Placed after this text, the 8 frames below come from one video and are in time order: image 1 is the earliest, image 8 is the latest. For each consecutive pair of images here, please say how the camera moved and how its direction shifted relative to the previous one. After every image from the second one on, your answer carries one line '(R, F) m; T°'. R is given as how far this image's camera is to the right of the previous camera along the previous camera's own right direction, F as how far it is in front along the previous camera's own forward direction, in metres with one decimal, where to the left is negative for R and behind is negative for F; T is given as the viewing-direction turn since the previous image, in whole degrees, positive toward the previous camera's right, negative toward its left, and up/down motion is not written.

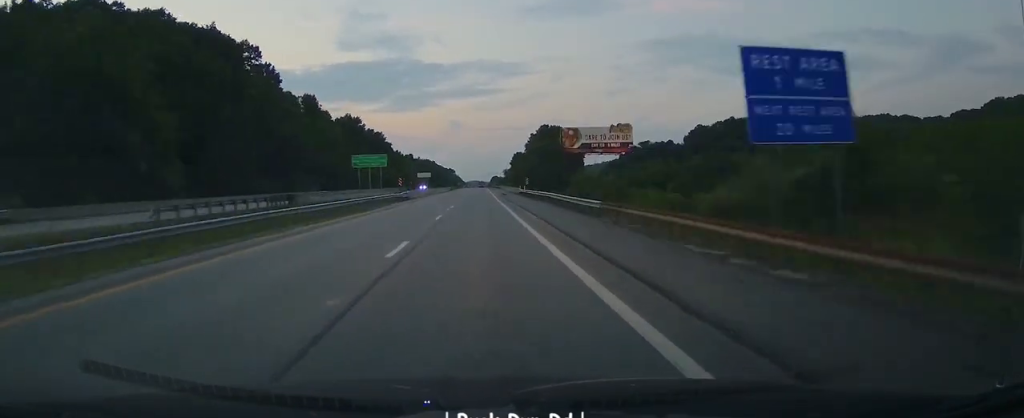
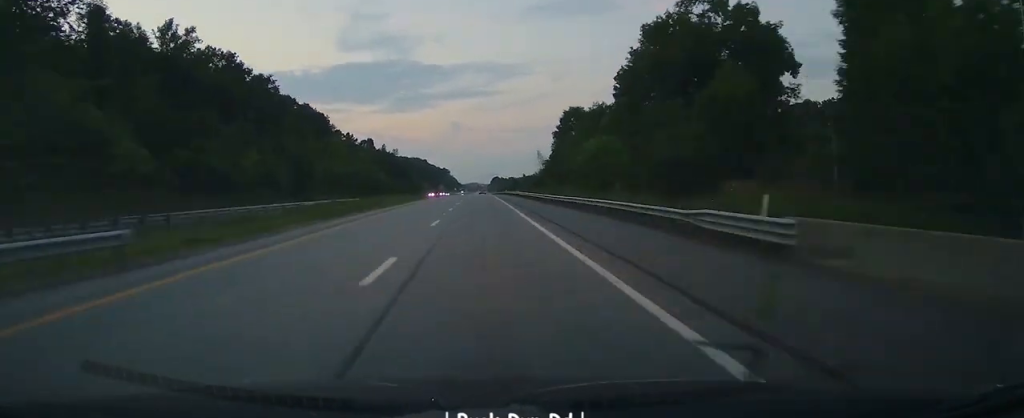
(-0.2, +142.8) m; 0°
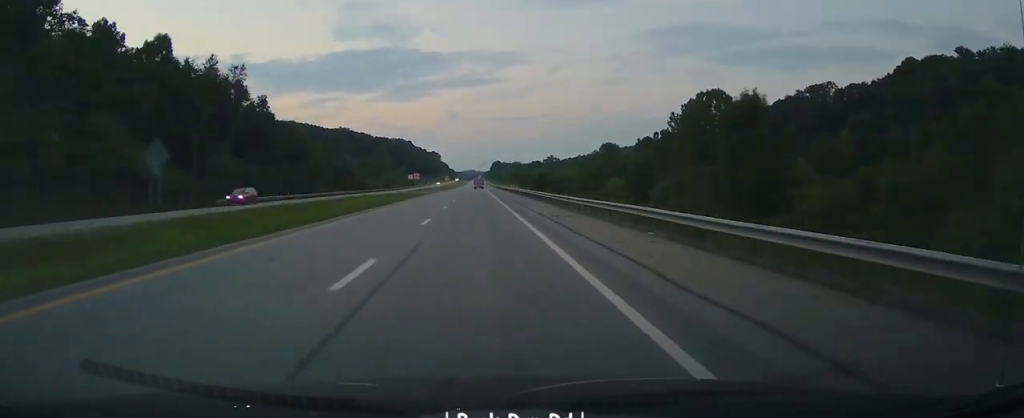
(-0.1, +173.0) m; 0°
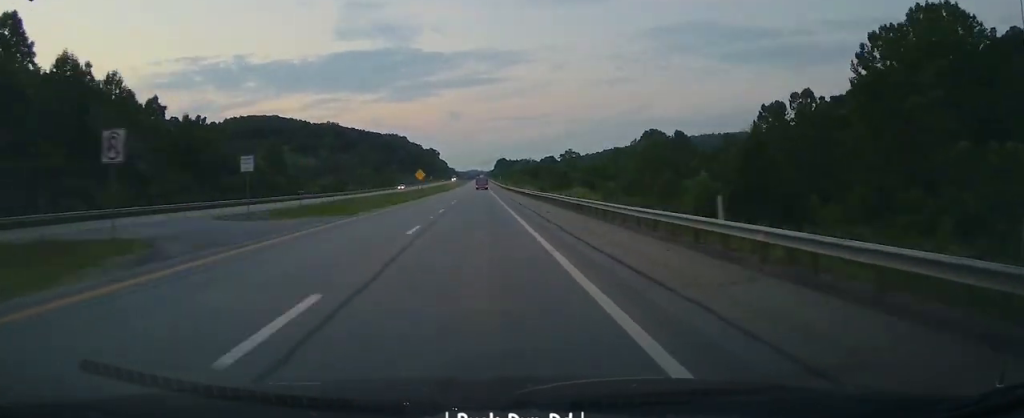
(-0.1, +78.7) m; 0°
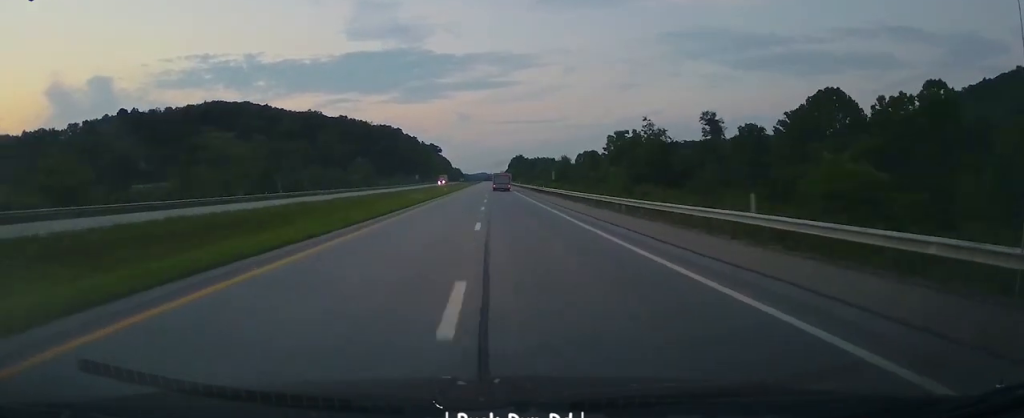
(-0.5, +123.5) m; 0°
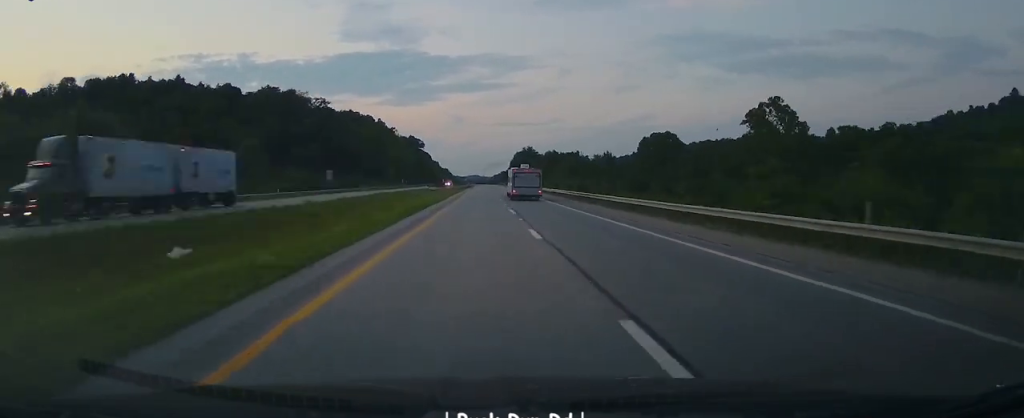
(+0.3, +126.7) m; 0°
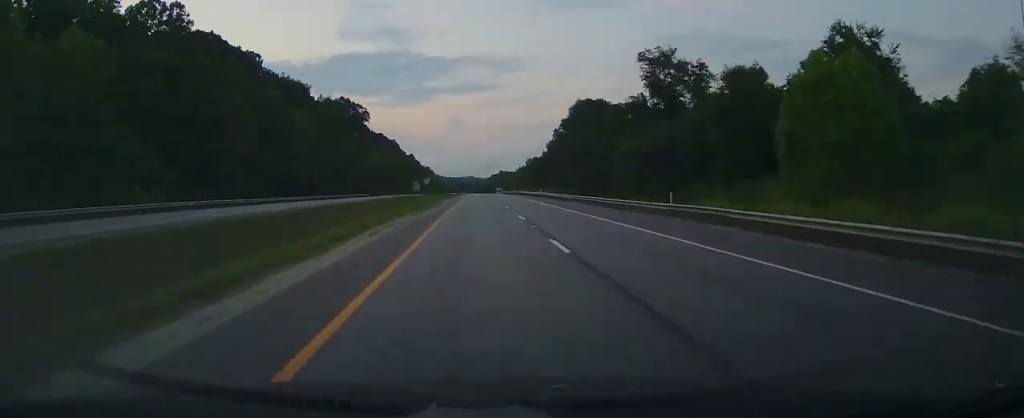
(+2.4, +232.3) m; +1°
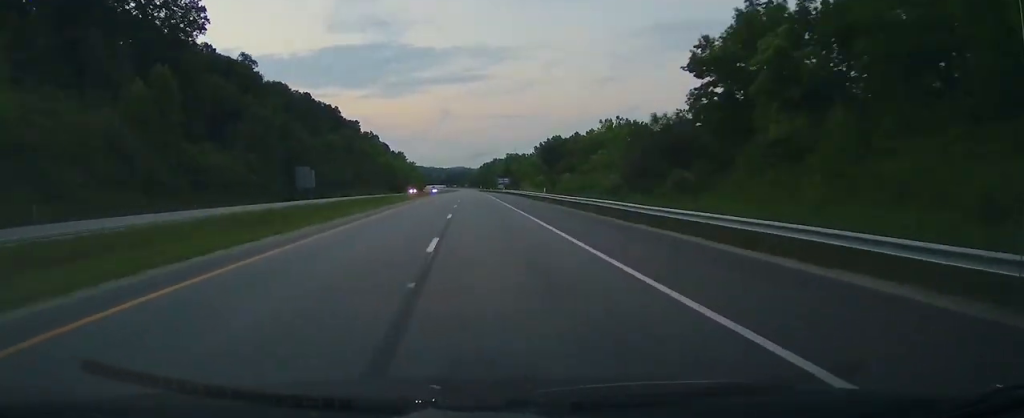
(+1.0, +159.6) m; 0°
